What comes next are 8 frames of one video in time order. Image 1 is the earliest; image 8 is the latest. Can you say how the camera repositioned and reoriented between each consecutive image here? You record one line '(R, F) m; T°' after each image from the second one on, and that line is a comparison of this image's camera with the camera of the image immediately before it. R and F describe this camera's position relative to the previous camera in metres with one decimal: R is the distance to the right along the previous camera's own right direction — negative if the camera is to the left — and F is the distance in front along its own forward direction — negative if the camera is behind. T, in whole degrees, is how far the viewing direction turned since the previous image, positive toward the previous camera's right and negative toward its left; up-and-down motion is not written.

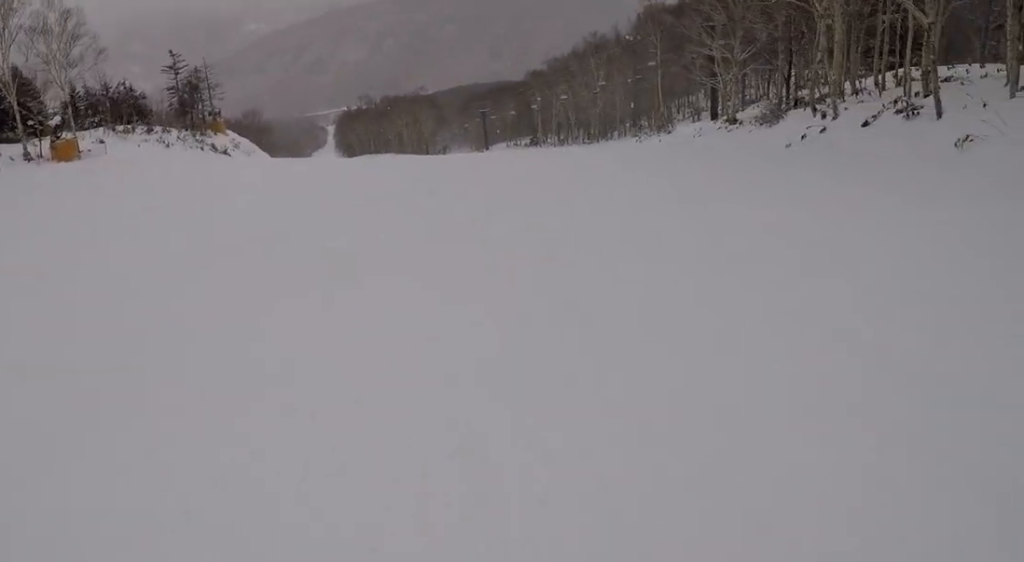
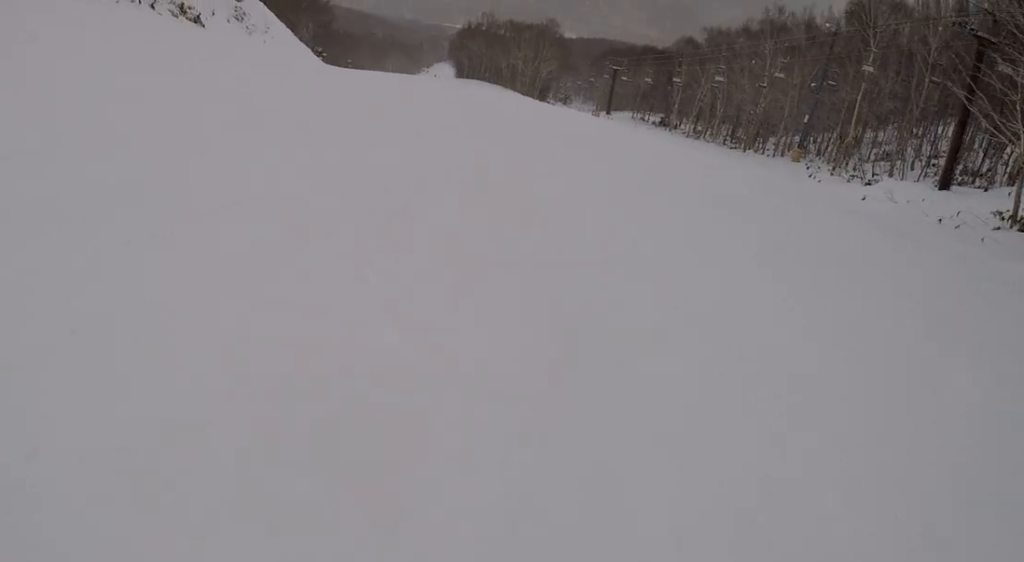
(+2.7, +21.7) m; +3°
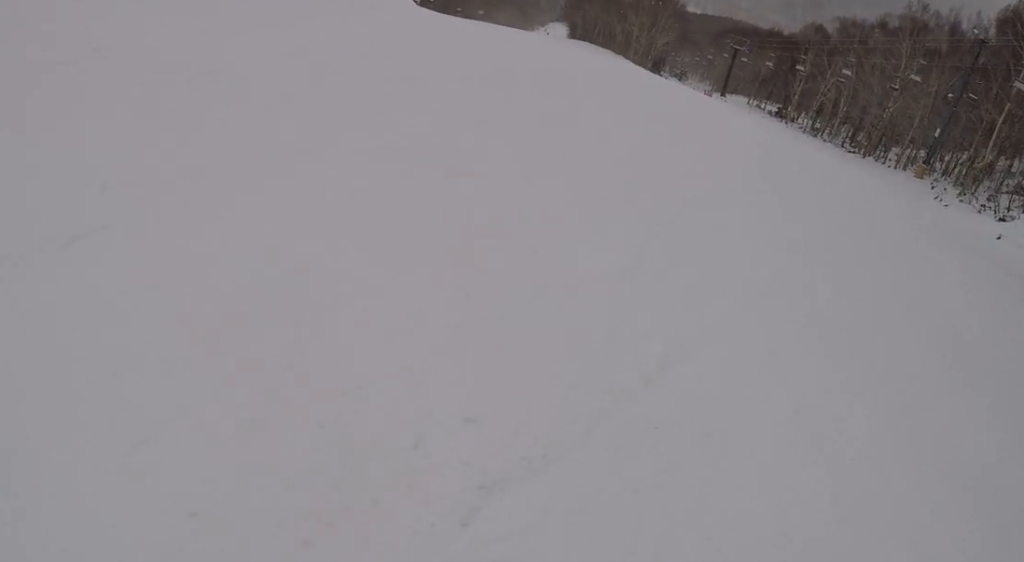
(-0.5, +4.0) m; -6°
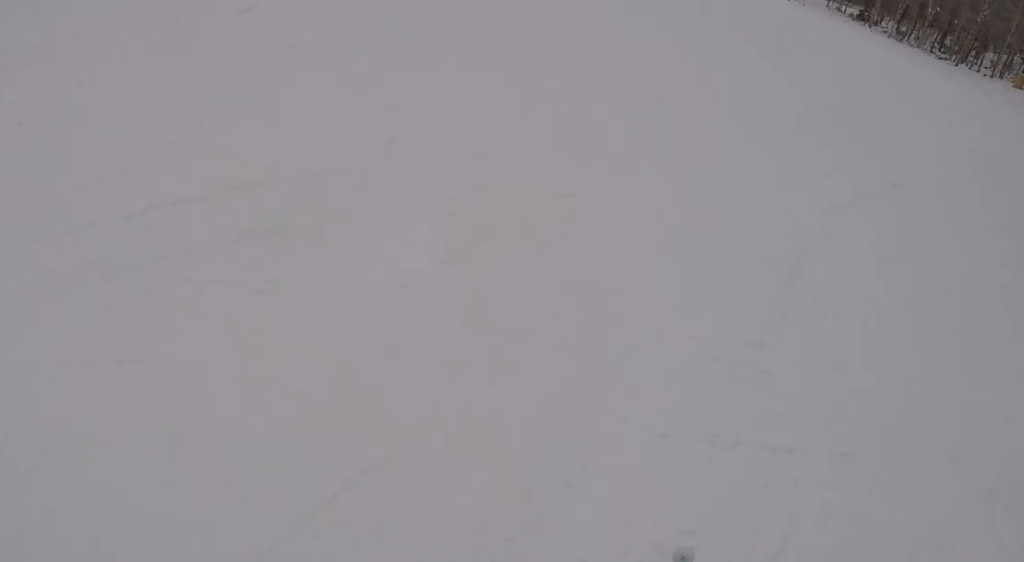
(+0.1, +3.7) m; -1°
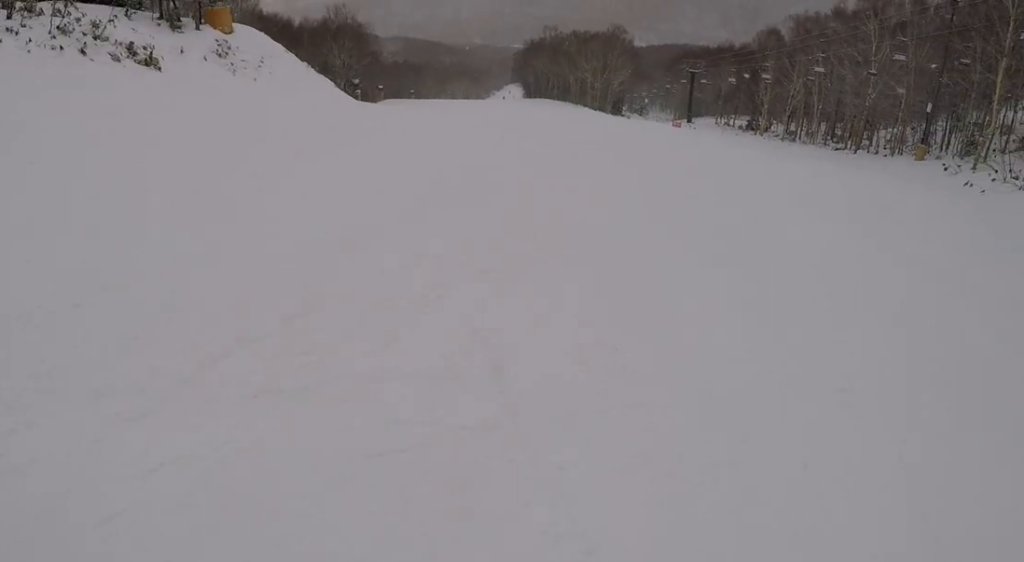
(+0.1, +4.4) m; 0°
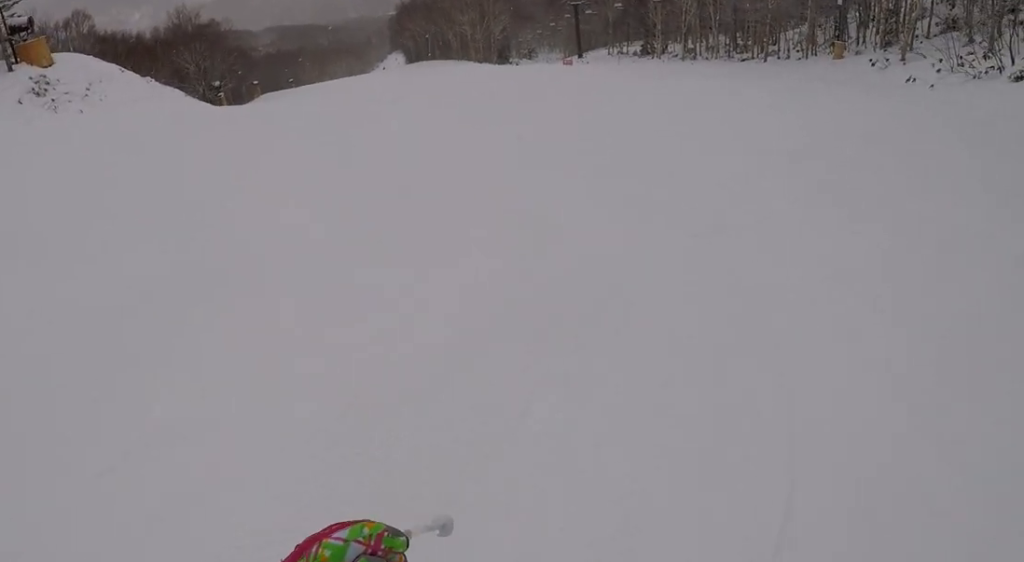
(-0.3, +5.1) m; +4°
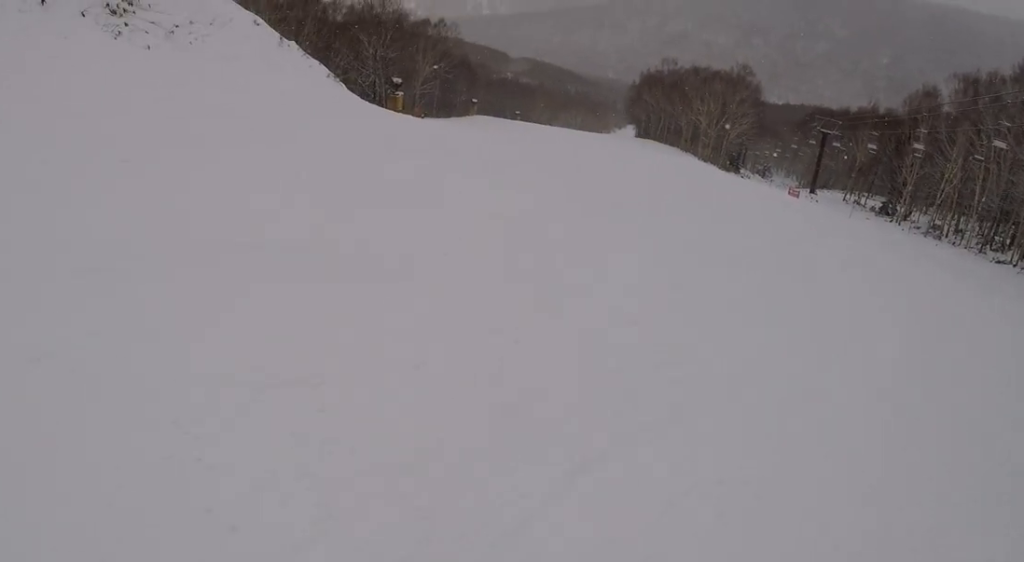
(+0.2, +11.6) m; -8°
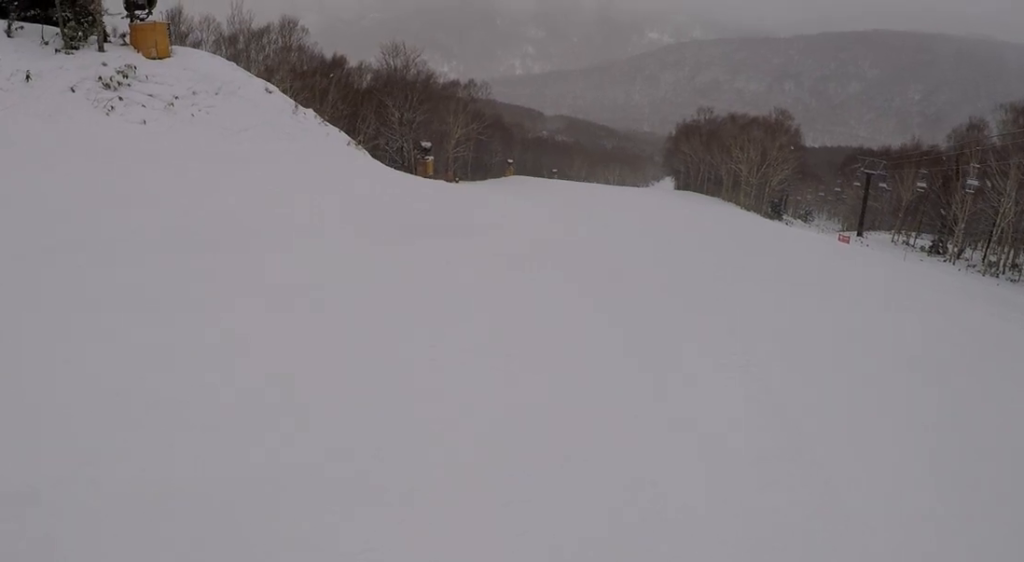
(-0.5, +3.0) m; -4°
